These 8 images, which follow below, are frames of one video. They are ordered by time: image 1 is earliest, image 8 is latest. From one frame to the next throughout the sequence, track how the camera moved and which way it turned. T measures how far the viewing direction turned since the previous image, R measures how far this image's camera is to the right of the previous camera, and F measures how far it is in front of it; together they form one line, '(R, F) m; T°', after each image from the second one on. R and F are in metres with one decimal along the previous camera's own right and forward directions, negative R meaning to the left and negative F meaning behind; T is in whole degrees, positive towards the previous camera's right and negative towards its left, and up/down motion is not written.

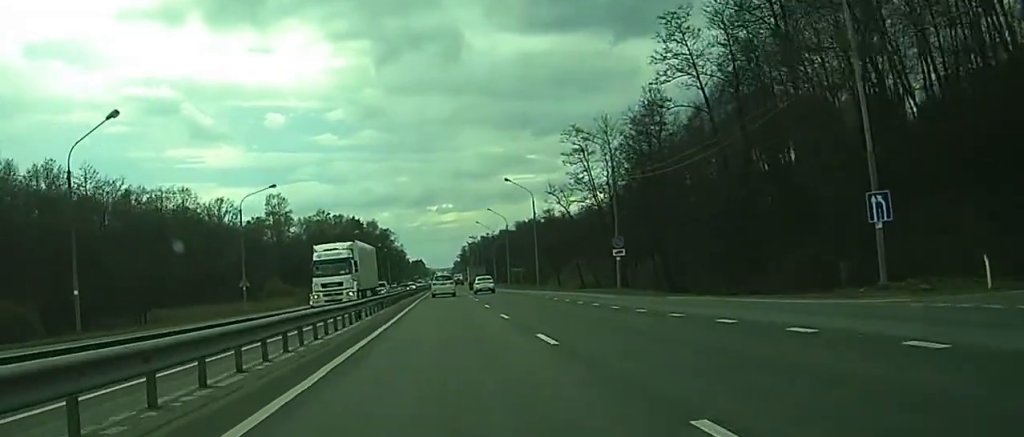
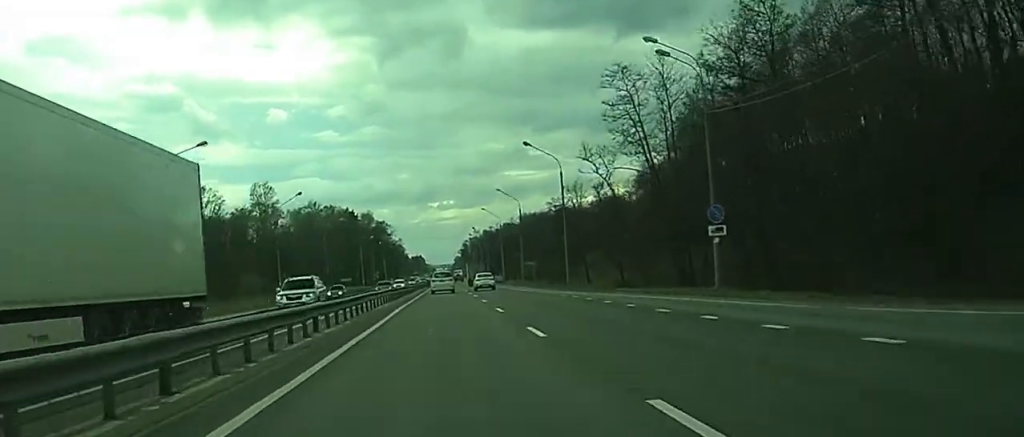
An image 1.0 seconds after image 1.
(+0.2, +22.4) m; 0°
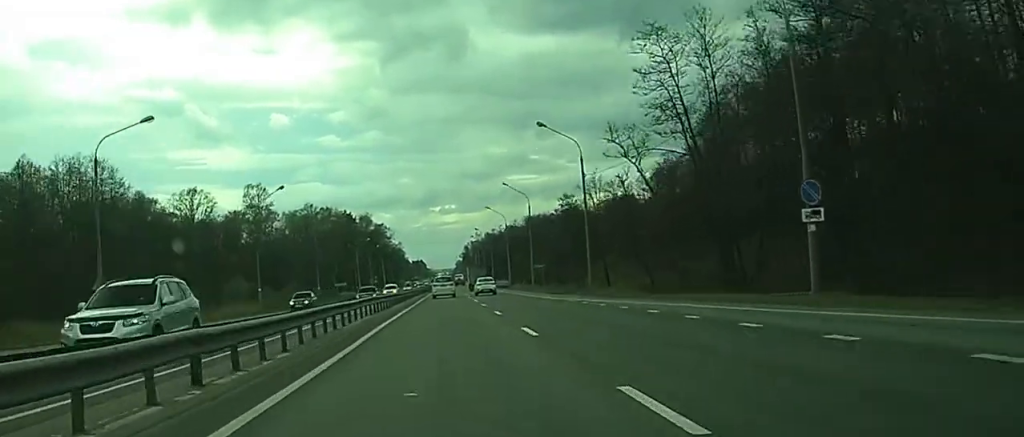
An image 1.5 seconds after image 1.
(0.0, +10.4) m; 0°
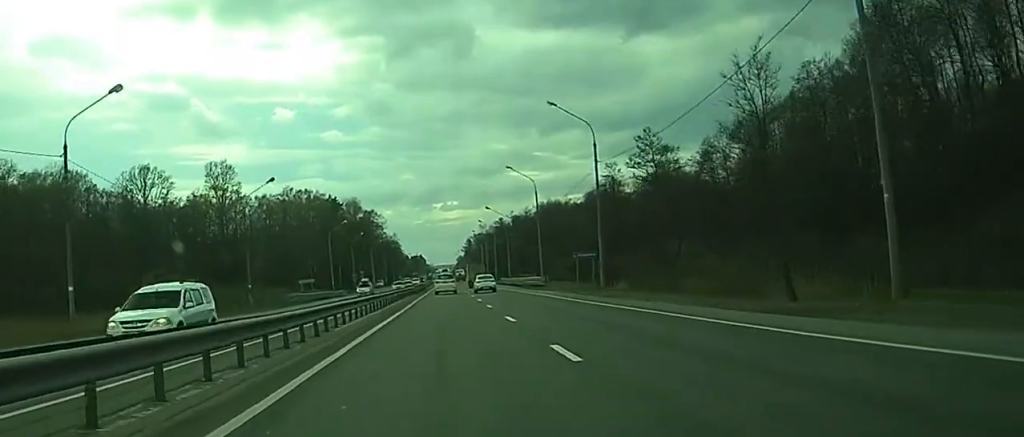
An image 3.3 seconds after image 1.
(-0.2, +40.7) m; +1°
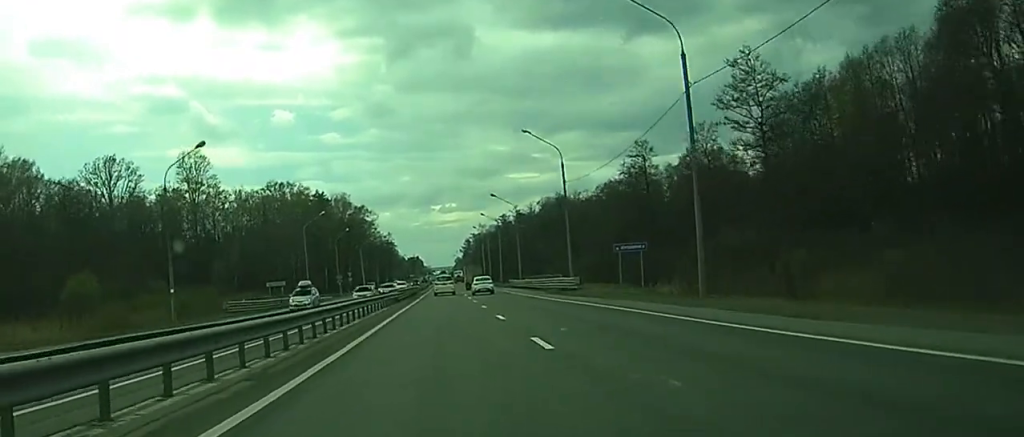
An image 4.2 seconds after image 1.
(+0.3, +20.6) m; +1°
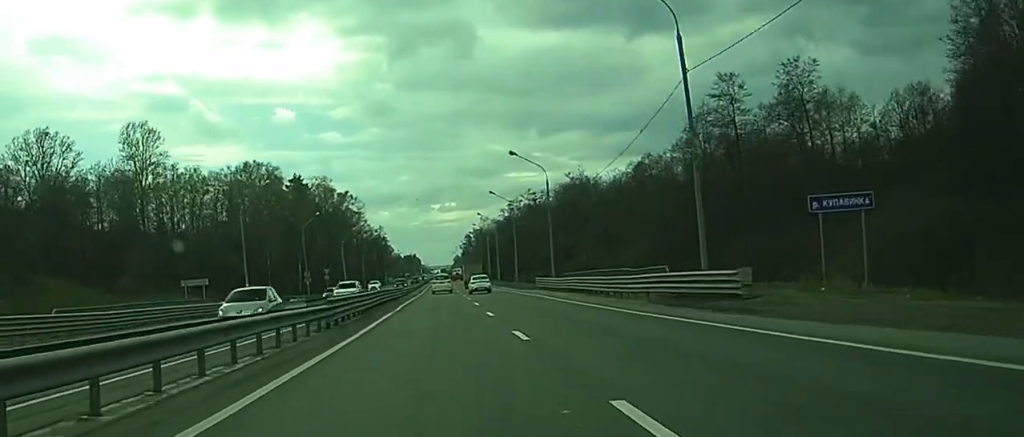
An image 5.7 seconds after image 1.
(+0.3, +32.3) m; 0°
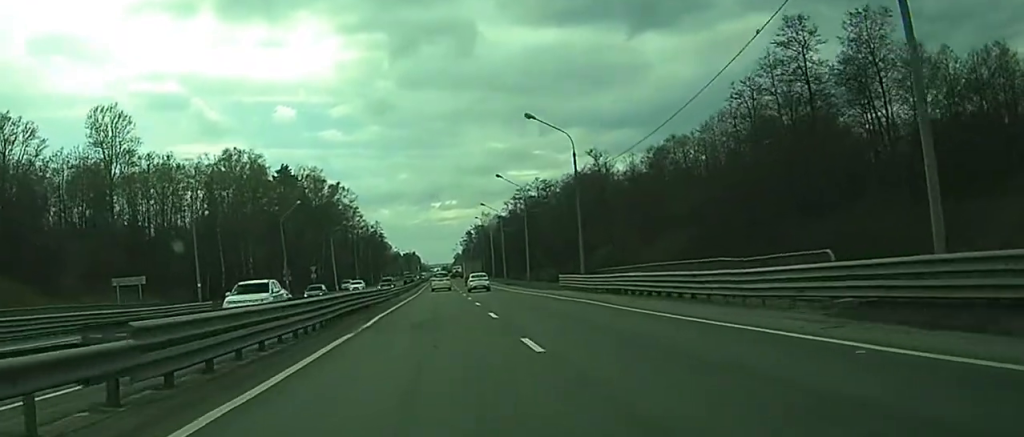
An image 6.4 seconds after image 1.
(0.0, +14.7) m; -1°
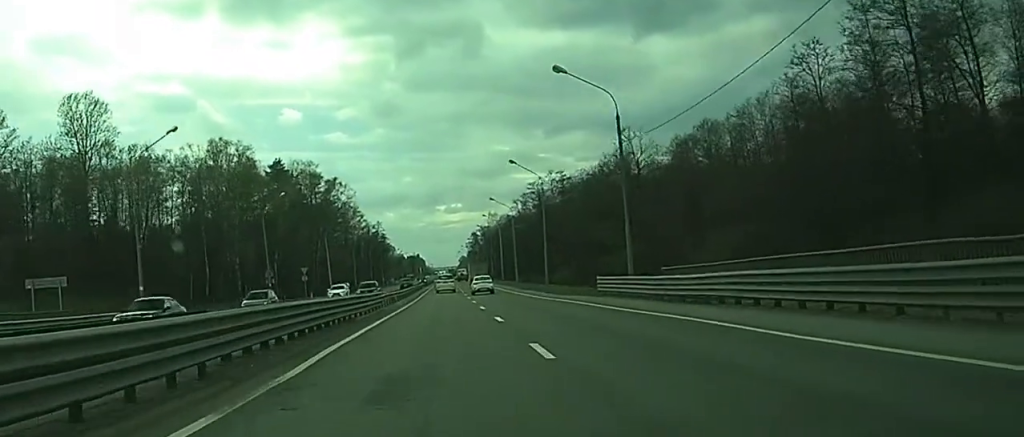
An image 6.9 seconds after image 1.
(-0.1, +12.6) m; -1°
